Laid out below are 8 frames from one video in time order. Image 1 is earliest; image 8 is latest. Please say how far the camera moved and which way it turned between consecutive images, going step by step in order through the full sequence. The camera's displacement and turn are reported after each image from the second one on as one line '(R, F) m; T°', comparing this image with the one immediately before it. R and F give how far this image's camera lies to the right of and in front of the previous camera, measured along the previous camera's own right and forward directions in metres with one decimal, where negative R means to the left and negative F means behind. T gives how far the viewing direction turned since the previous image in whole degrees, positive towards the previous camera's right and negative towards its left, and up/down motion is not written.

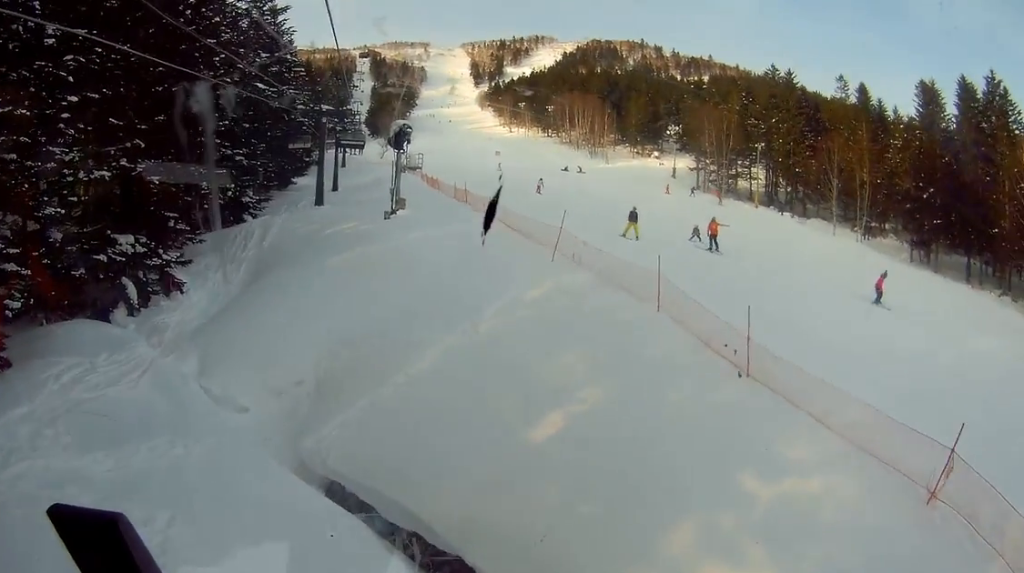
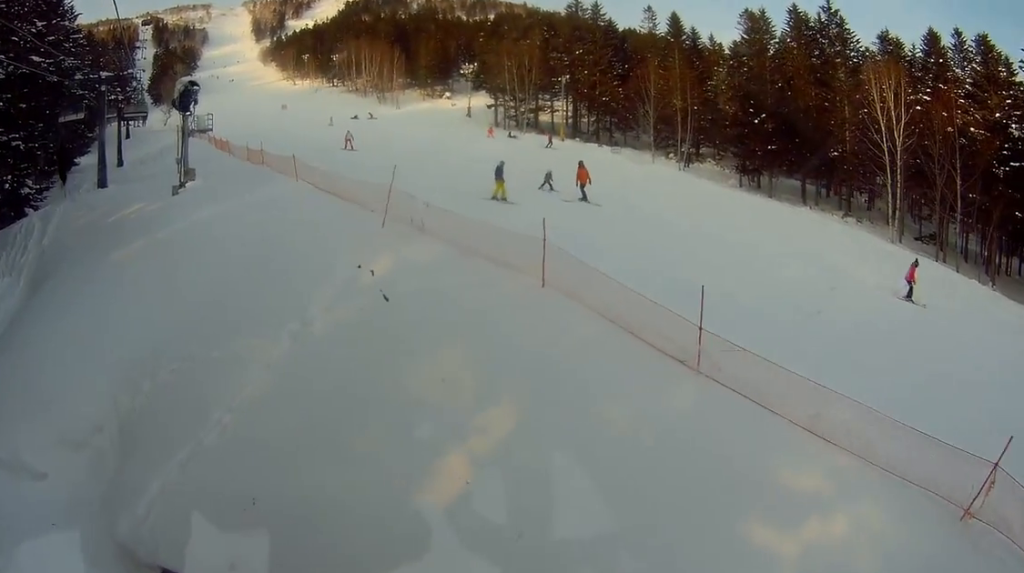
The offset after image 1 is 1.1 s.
(0.0, +4.6) m; 0°
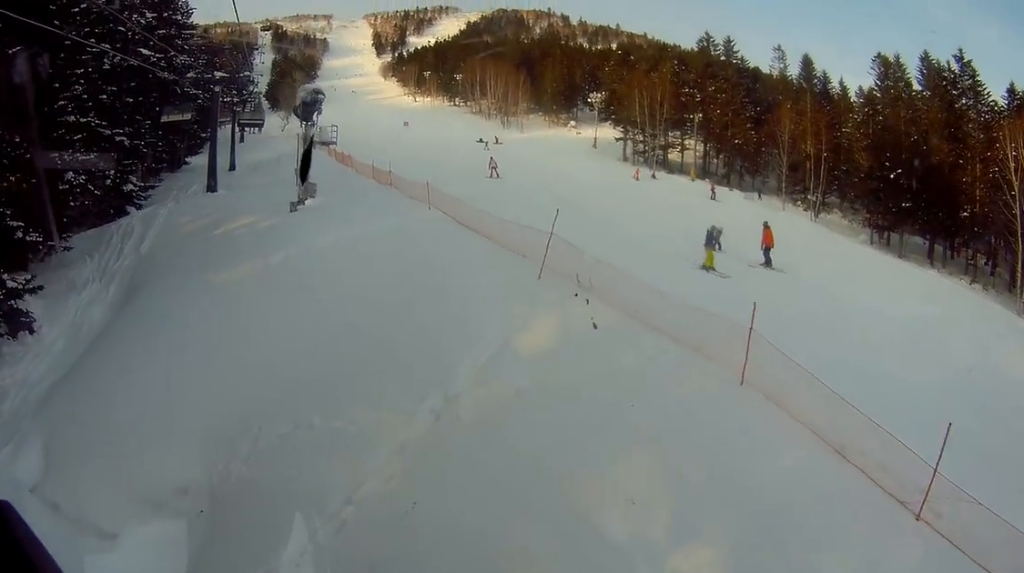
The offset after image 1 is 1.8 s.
(0.0, +3.0) m; 0°
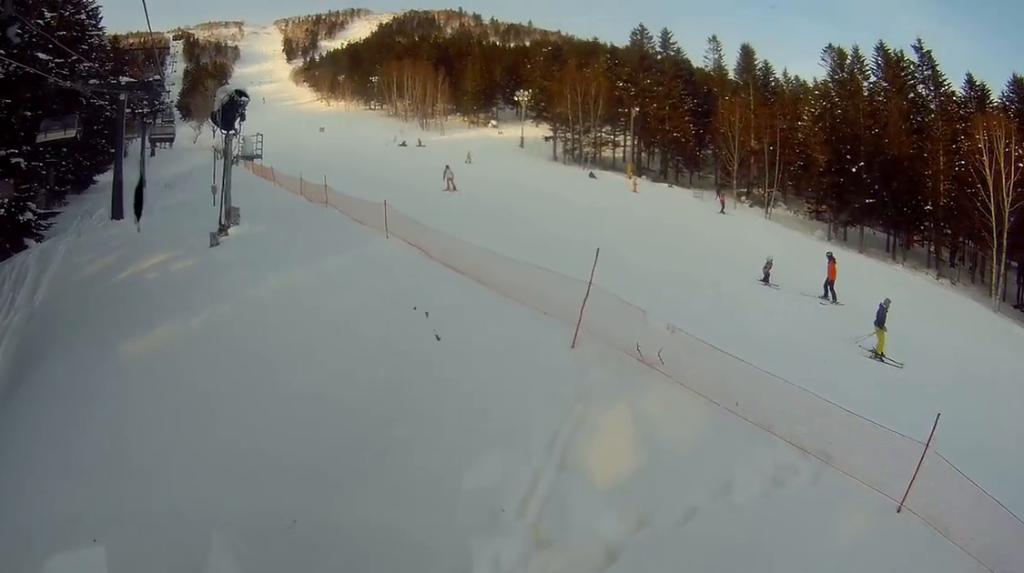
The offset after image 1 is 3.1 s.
(0.0, +5.5) m; 0°
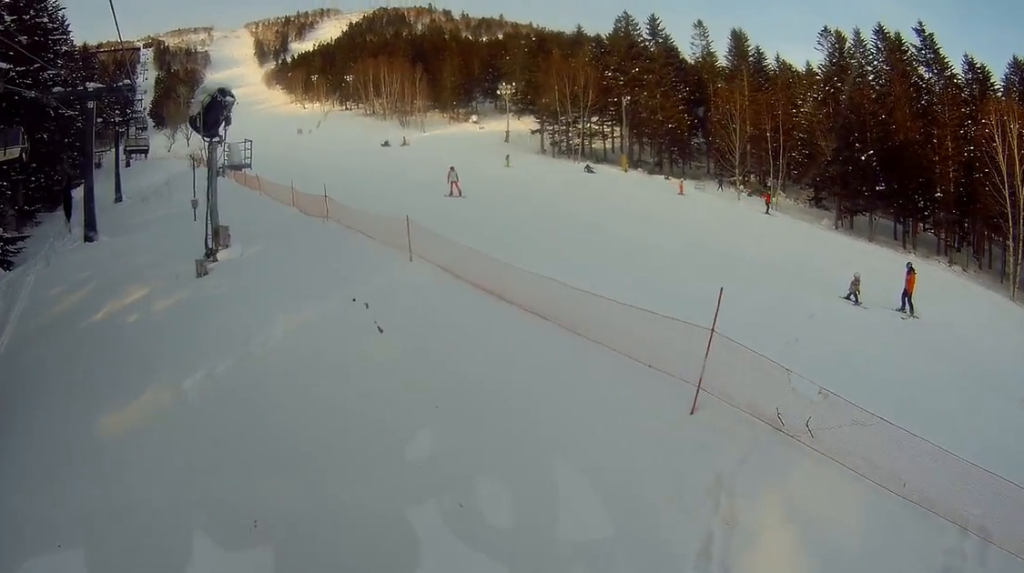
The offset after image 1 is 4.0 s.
(0.0, +3.3) m; 0°
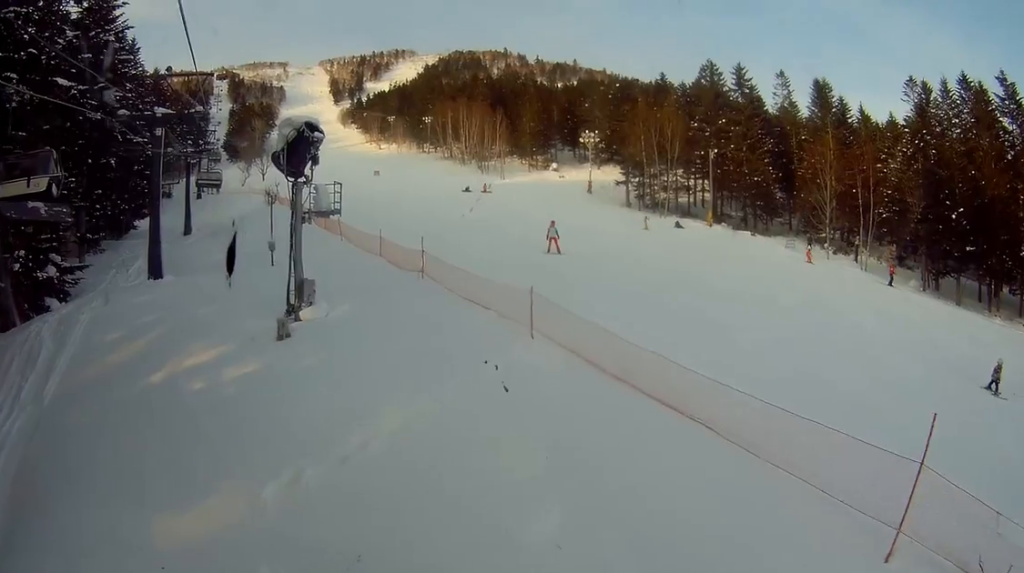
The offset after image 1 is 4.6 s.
(0.0, +2.5) m; 0°
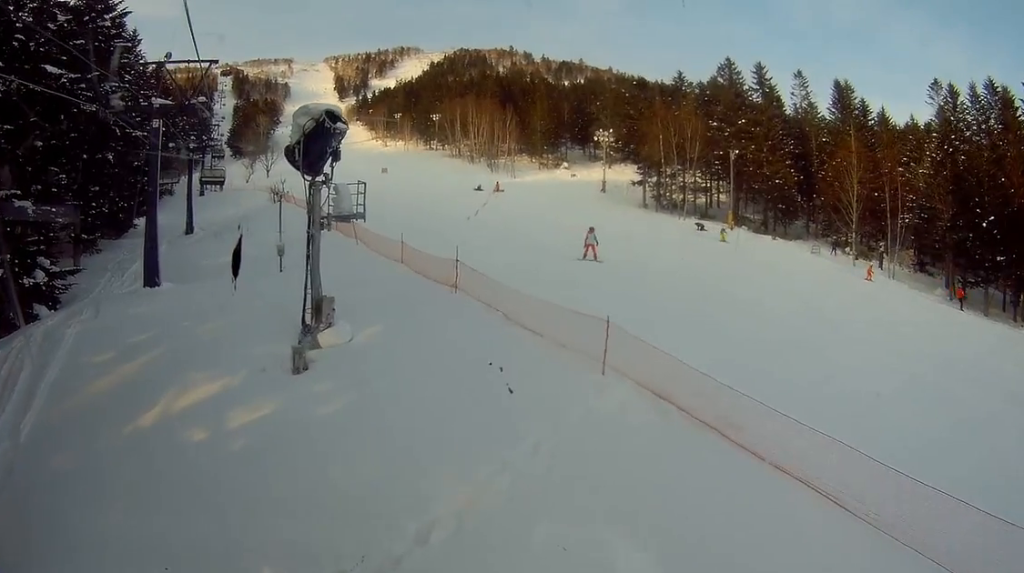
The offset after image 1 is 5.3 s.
(0.0, +2.6) m; 0°
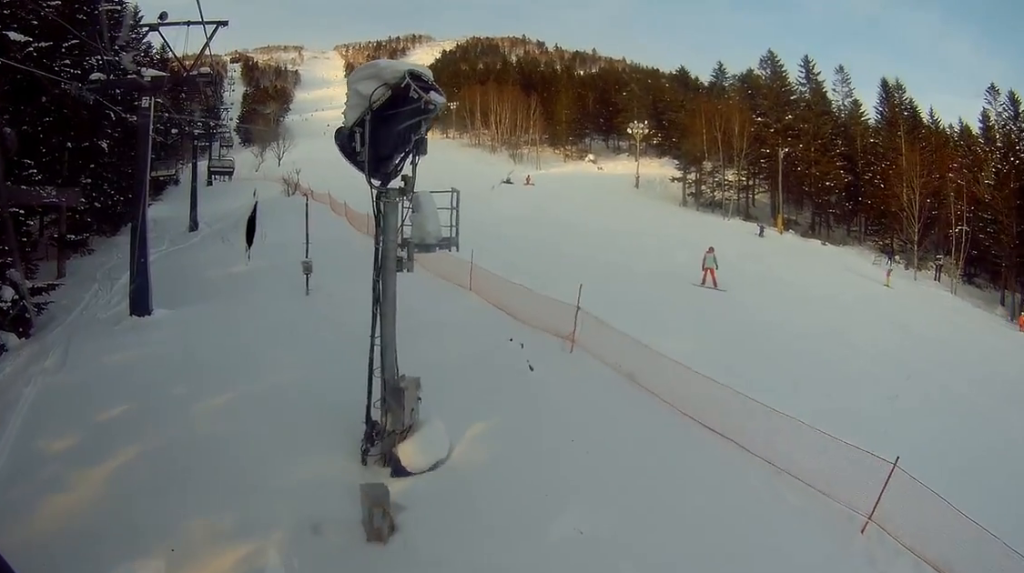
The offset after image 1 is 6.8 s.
(0.0, +5.8) m; 0°
